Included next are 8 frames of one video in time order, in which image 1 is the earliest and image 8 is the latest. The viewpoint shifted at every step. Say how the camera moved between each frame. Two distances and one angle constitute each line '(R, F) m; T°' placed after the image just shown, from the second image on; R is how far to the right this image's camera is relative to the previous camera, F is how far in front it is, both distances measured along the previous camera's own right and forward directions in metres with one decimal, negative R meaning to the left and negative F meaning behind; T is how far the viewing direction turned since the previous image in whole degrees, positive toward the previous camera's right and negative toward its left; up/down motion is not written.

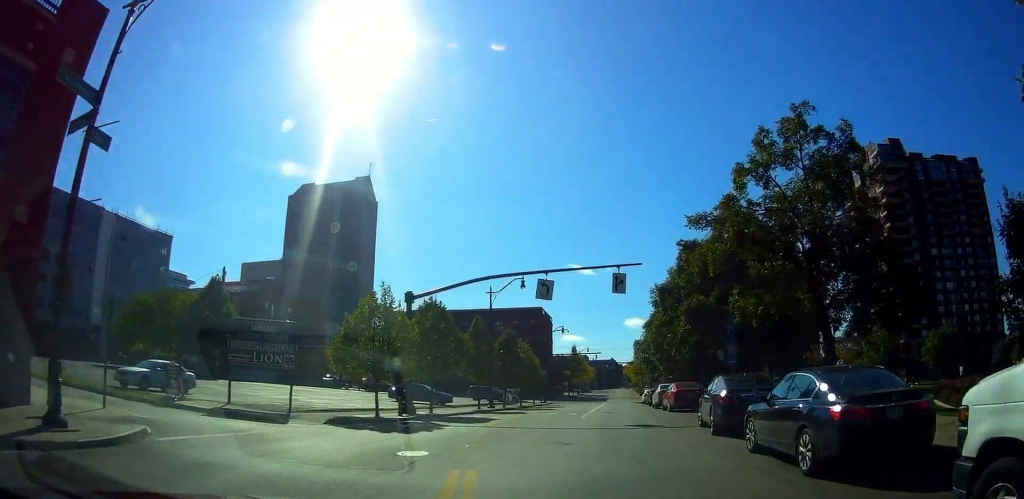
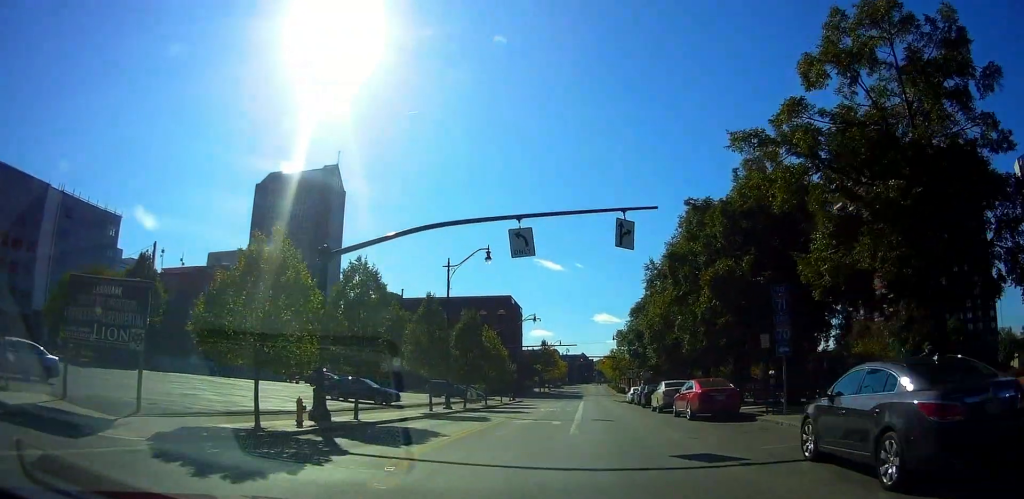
(+0.3, +7.9) m; +4°
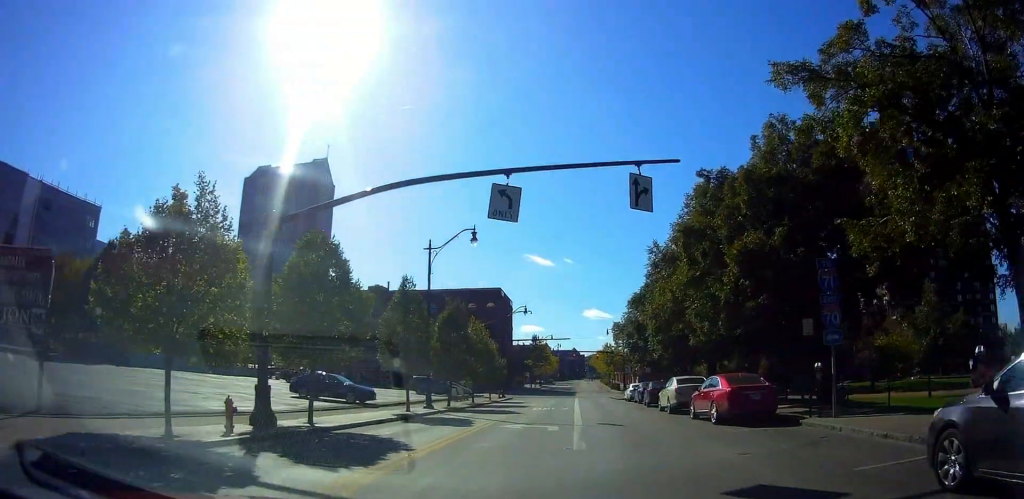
(+0.1, +3.8) m; +1°
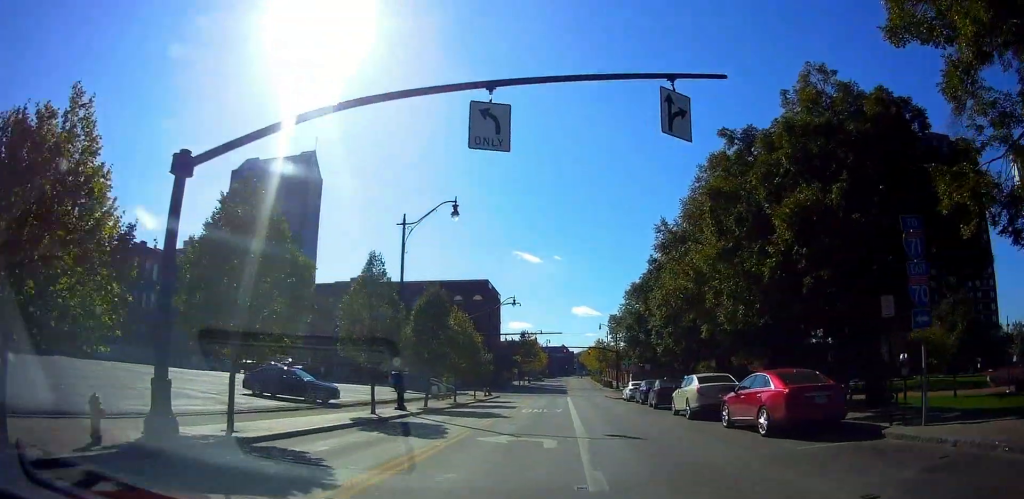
(+0.1, +4.5) m; 0°
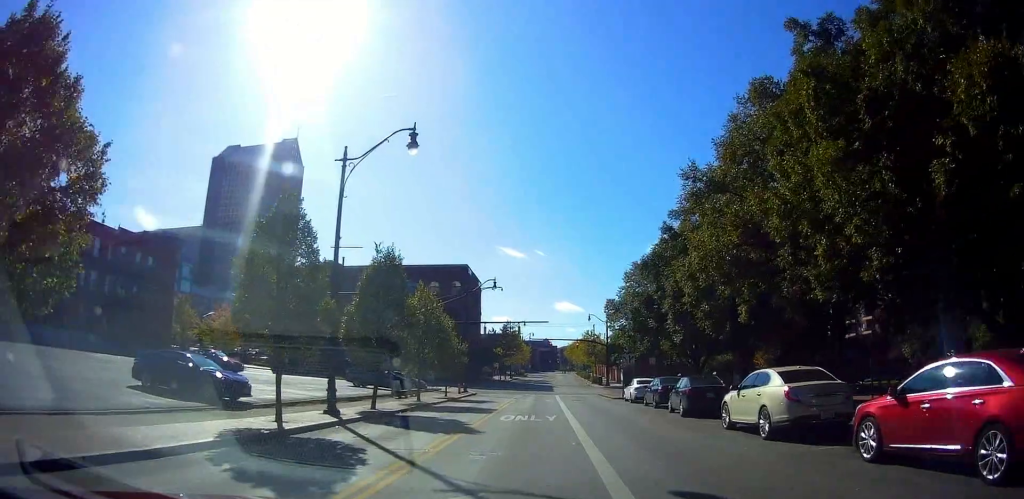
(-0.1, +7.5) m; 0°
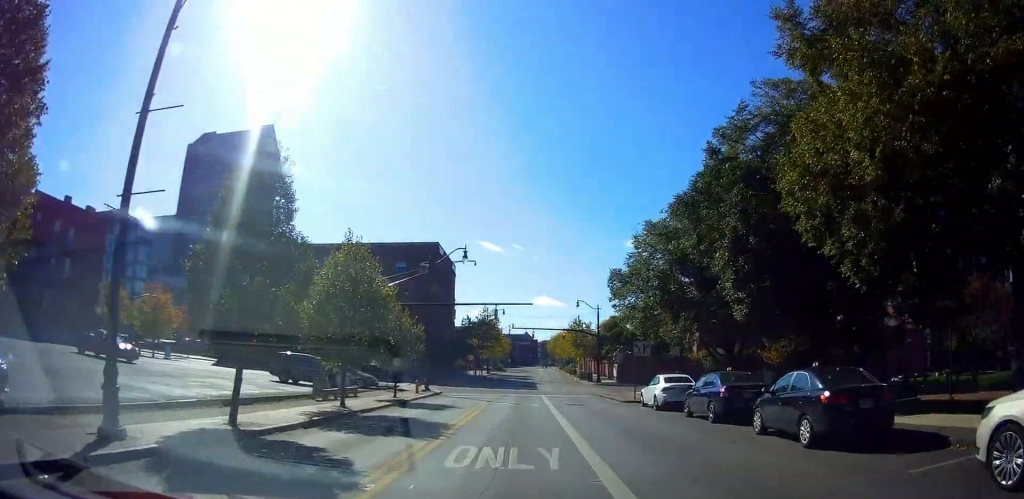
(+0.3, +10.3) m; +4°
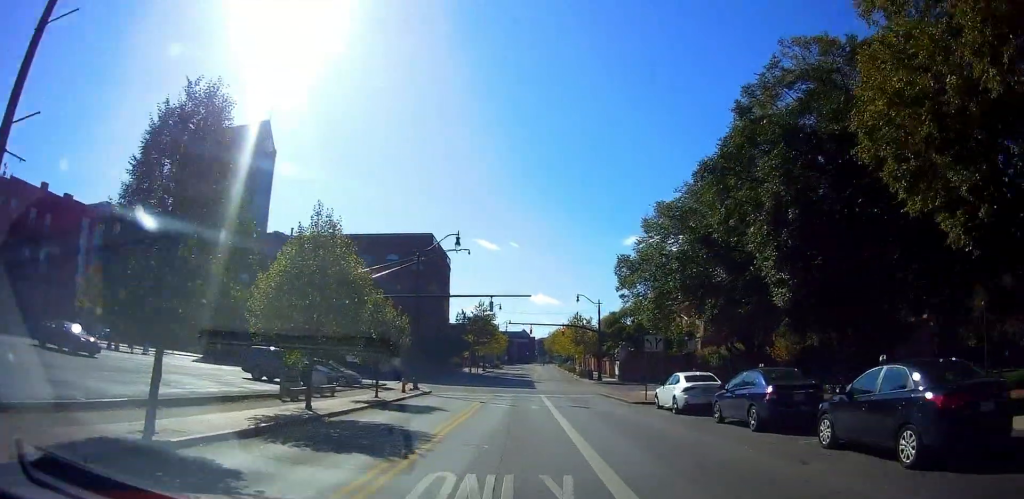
(0.0, +3.2) m; 0°
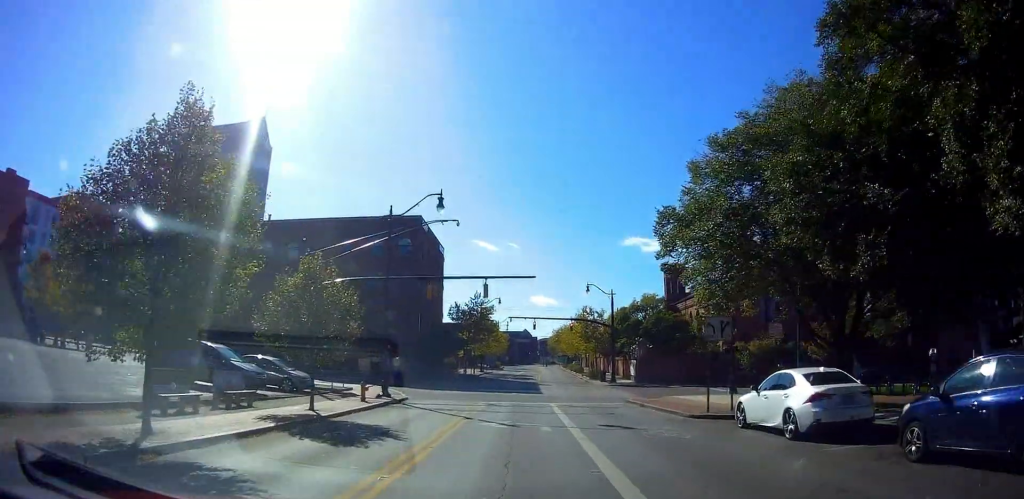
(+0.1, +8.7) m; +1°
